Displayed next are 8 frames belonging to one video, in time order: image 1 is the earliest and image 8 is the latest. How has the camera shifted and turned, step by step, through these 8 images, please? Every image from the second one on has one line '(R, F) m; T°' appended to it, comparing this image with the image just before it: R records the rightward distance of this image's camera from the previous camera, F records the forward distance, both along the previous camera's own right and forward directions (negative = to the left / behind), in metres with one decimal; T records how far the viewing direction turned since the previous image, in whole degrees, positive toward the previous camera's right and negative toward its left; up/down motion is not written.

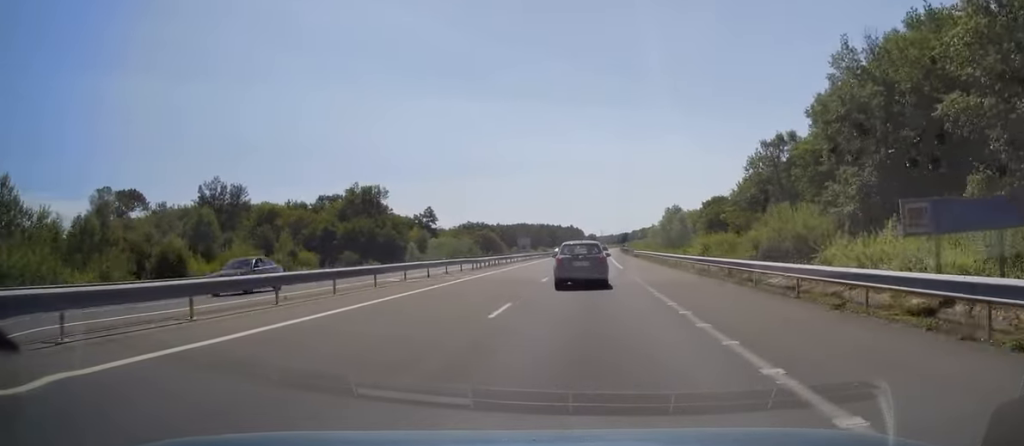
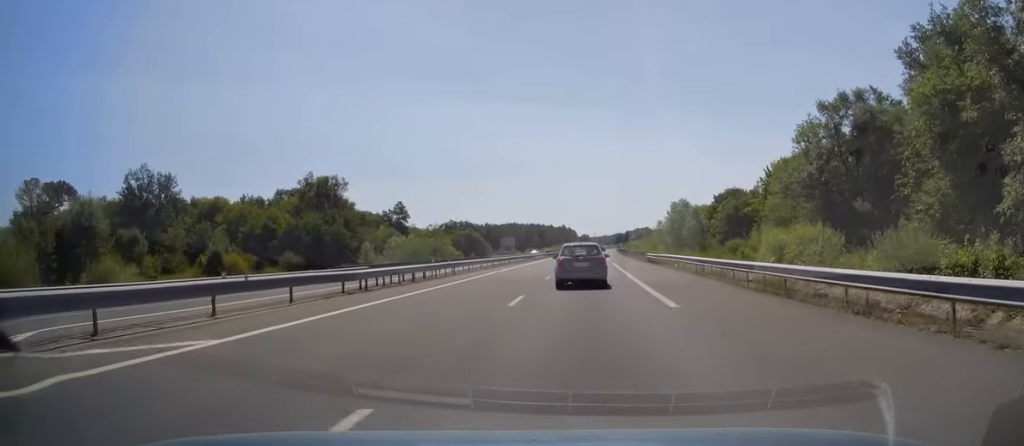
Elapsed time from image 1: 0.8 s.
(0.0, +23.3) m; 0°
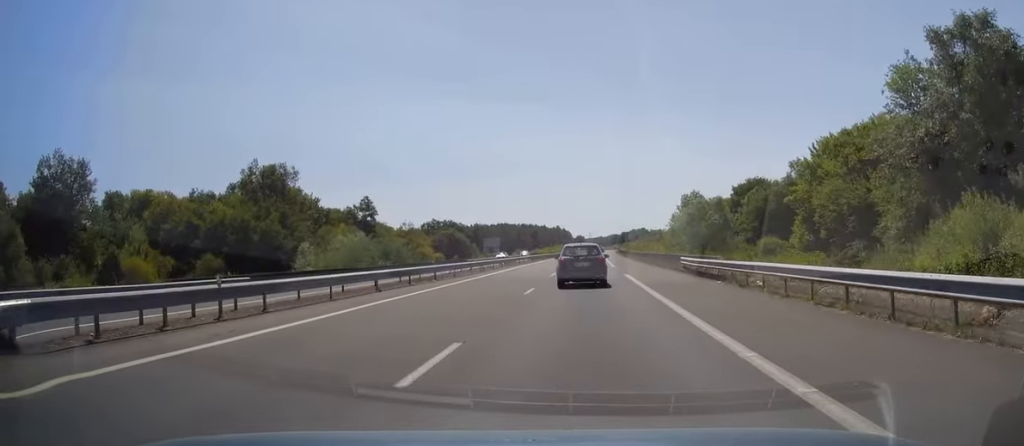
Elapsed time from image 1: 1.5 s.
(+0.1, +22.3) m; +1°
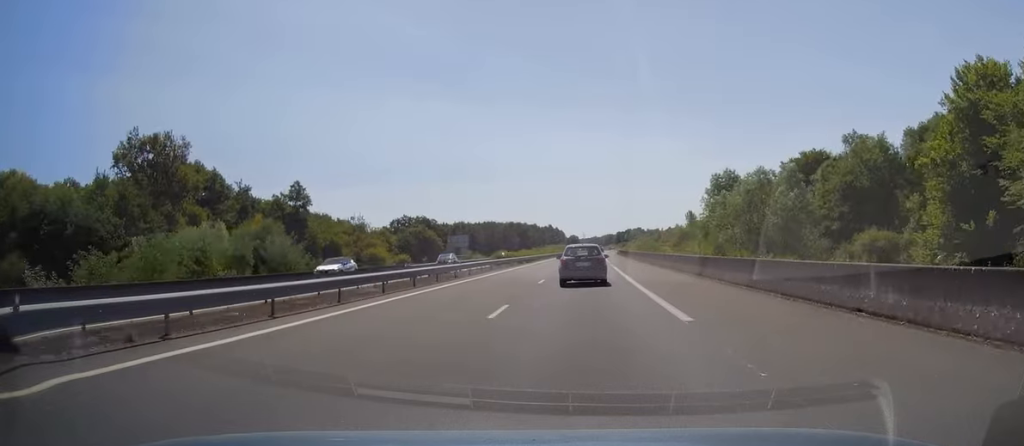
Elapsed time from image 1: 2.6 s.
(+0.3, +33.2) m; +1°
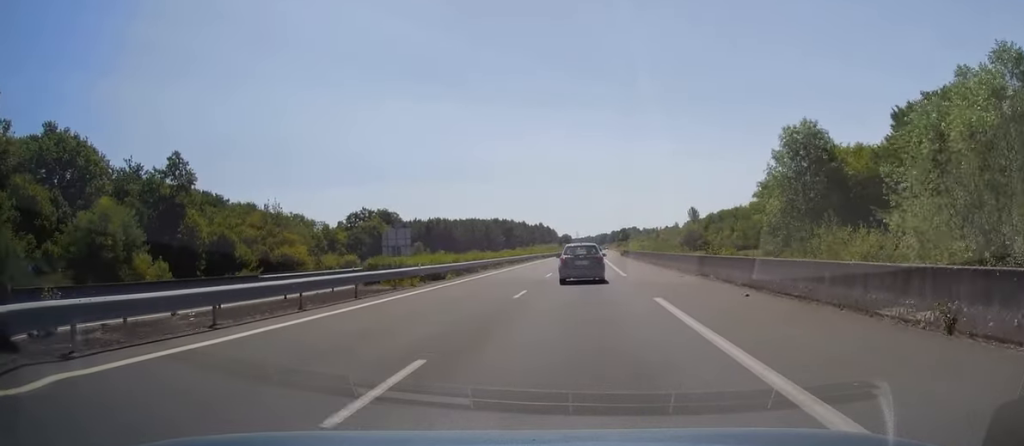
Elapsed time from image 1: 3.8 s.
(+0.1, +34.7) m; 0°
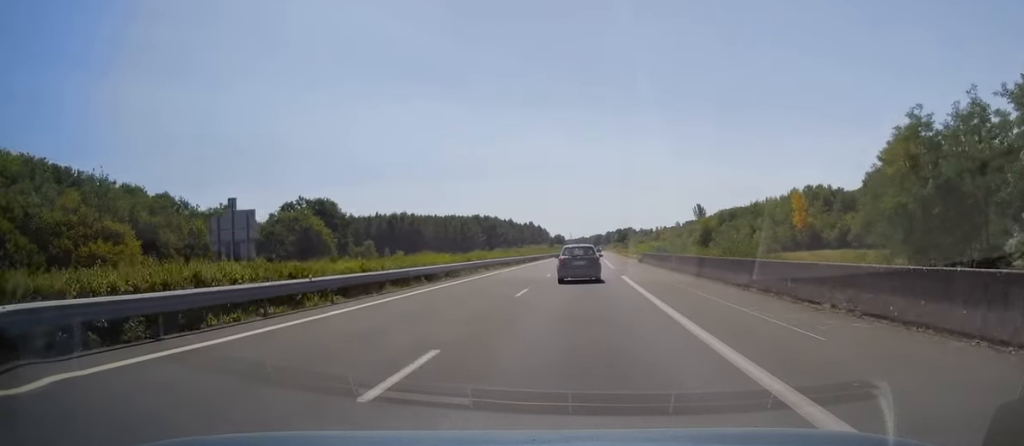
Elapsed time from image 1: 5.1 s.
(-0.1, +38.6) m; 0°
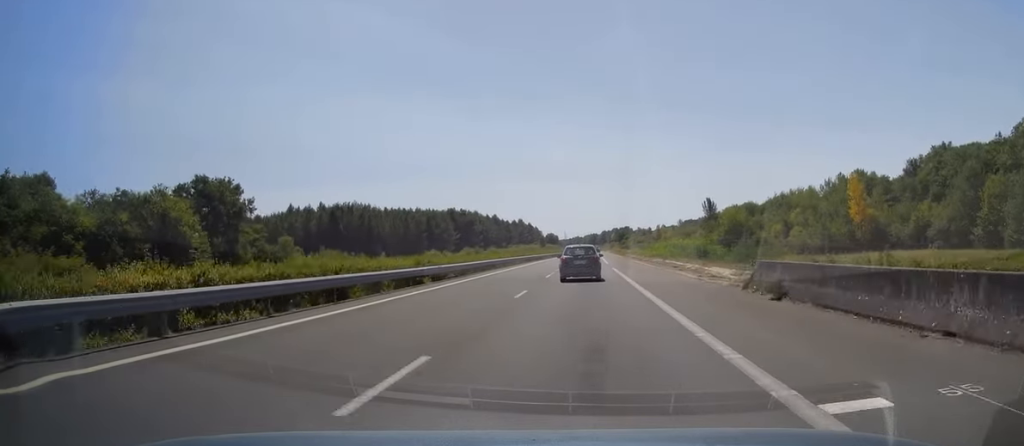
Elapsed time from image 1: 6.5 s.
(+0.4, +40.2) m; +1°
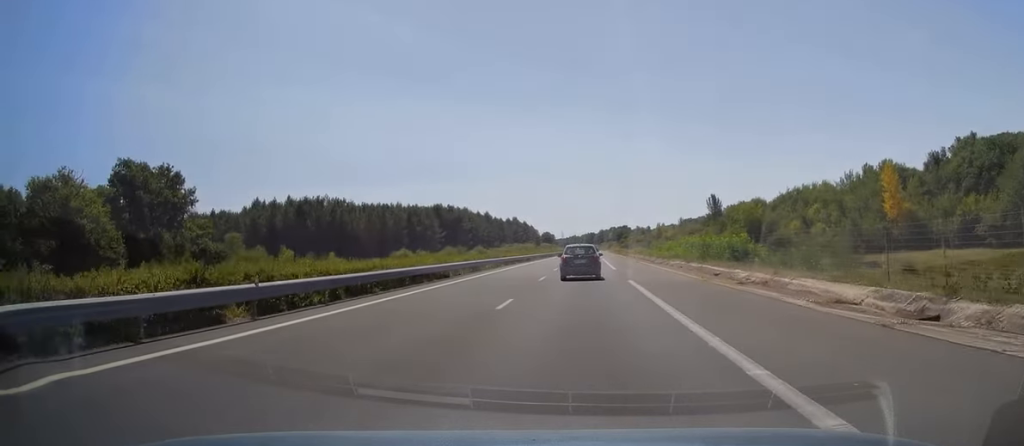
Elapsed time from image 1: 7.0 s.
(0.0, +16.9) m; 0°
